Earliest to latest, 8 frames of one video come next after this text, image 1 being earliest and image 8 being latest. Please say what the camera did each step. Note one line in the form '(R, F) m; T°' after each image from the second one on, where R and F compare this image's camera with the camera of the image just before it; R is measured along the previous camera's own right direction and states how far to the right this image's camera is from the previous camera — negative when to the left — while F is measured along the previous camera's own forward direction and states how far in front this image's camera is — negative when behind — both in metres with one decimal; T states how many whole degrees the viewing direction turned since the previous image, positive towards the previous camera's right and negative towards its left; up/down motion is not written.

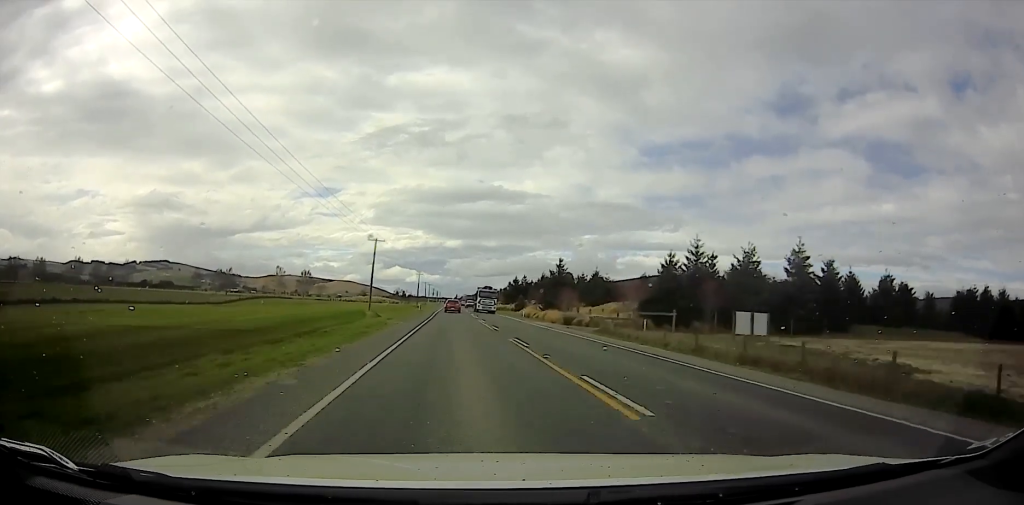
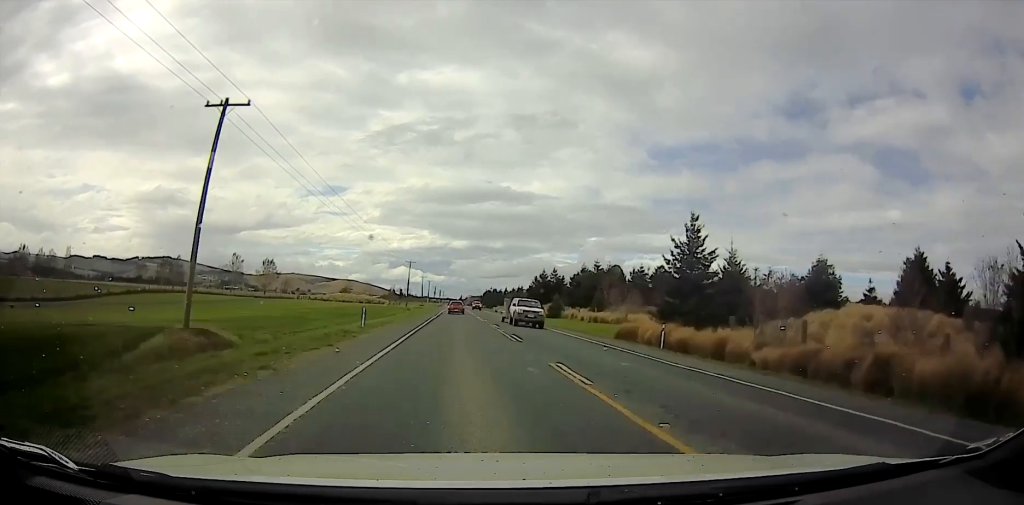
(+0.2, +49.5) m; +1°
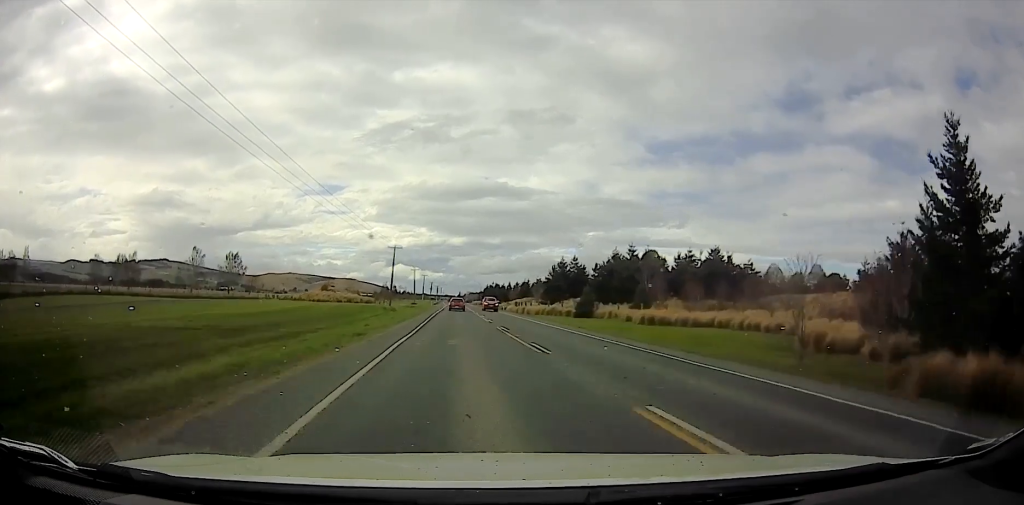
(+0.2, +30.1) m; 0°
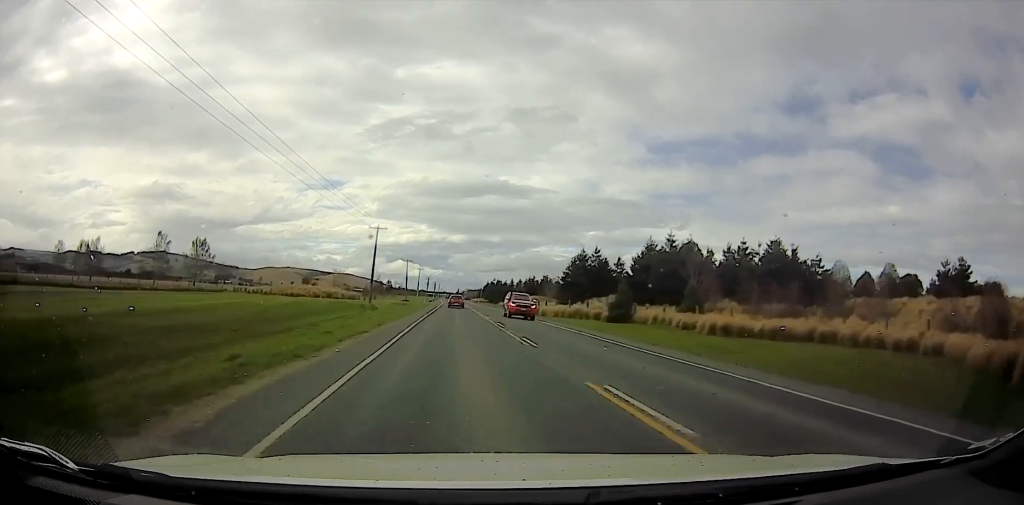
(0.0, +20.7) m; 0°
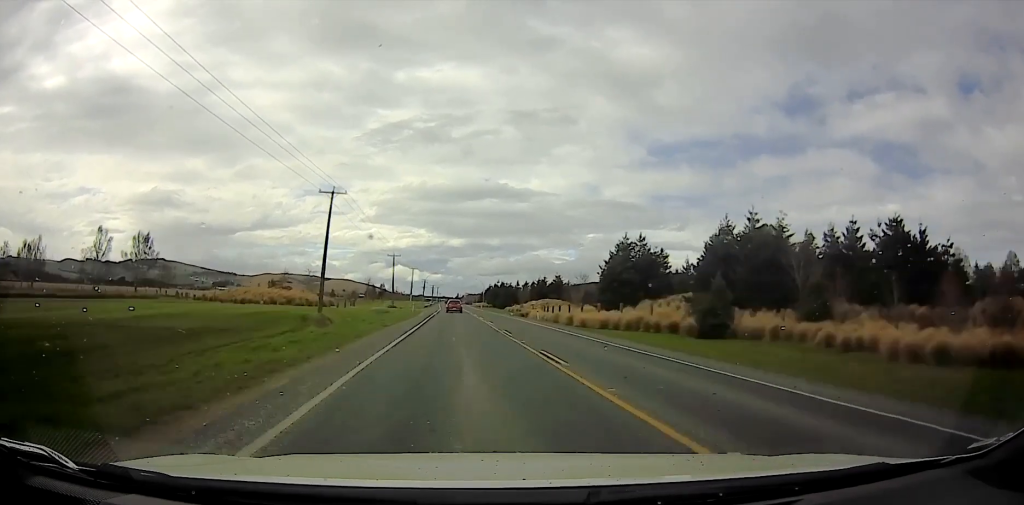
(0.0, +25.8) m; 0°
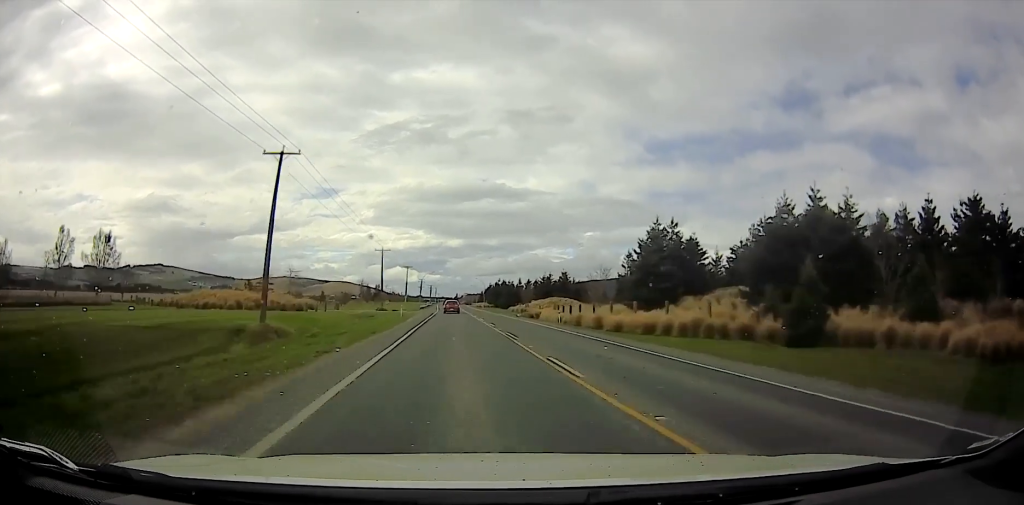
(0.0, +12.5) m; 0°
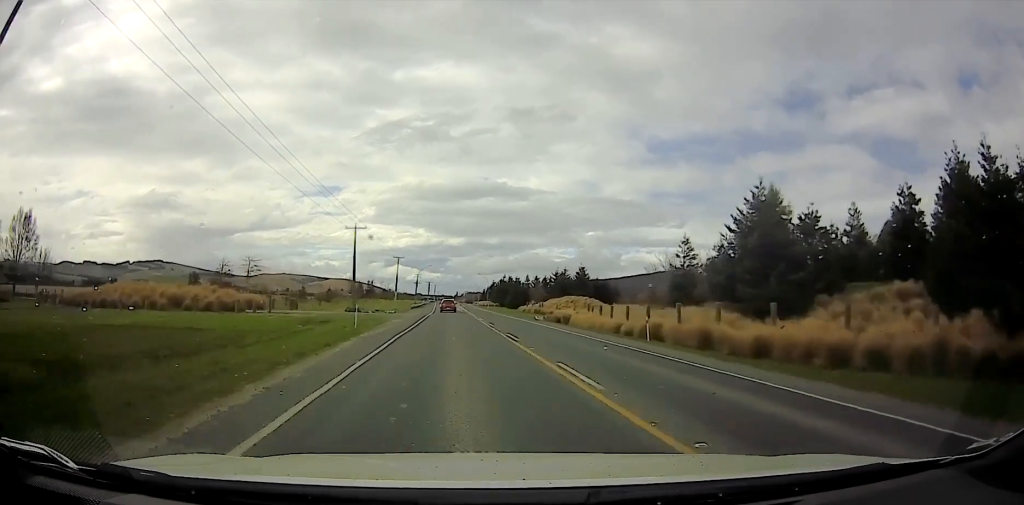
(-0.1, +20.2) m; 0°
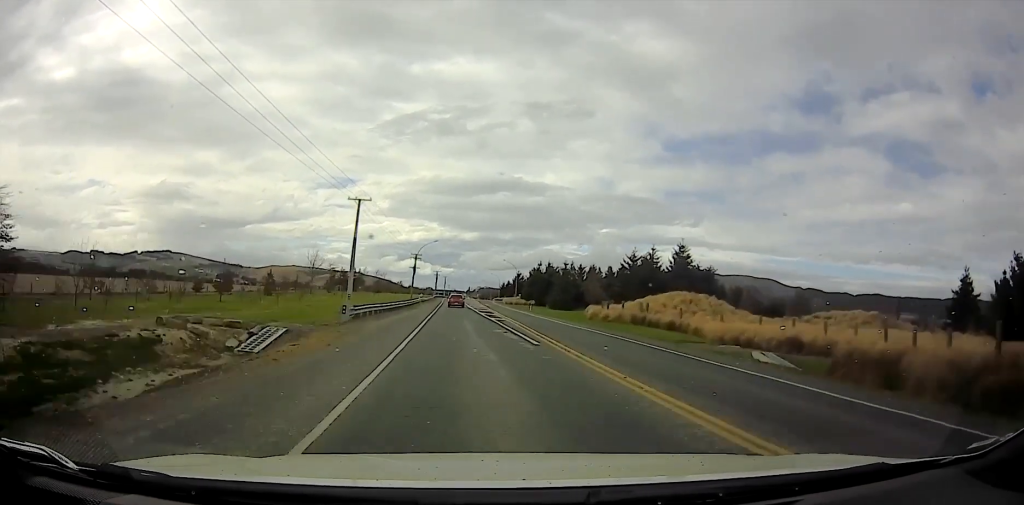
(0.0, +47.8) m; 0°
